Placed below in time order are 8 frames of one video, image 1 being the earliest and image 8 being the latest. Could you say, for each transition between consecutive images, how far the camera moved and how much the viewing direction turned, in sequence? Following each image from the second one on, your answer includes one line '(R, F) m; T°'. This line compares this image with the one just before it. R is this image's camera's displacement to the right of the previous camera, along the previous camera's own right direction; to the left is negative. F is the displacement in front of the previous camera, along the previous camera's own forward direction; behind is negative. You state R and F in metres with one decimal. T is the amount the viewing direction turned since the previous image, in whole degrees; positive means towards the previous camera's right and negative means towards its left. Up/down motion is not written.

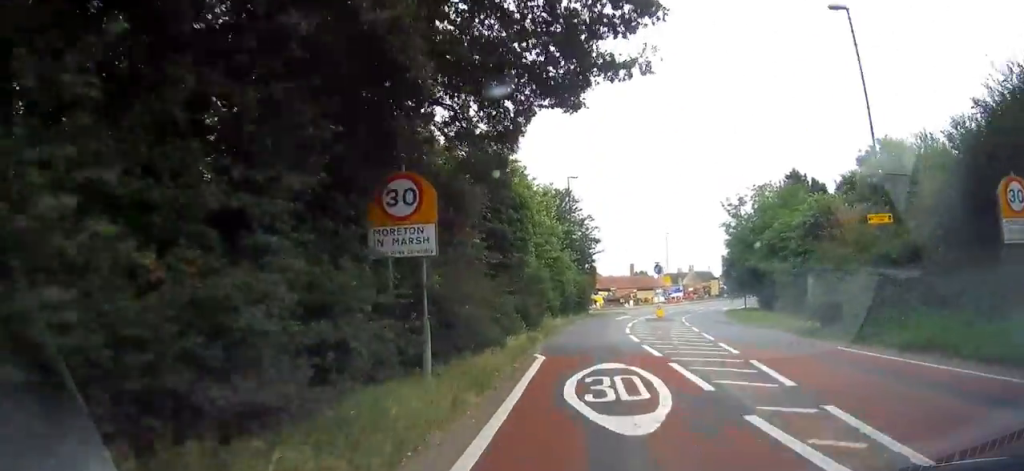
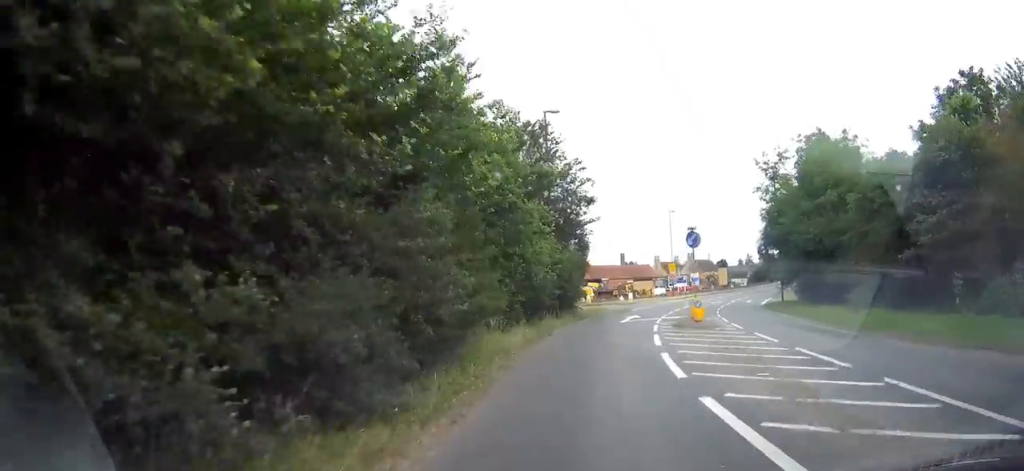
(0.0, +16.4) m; +1°
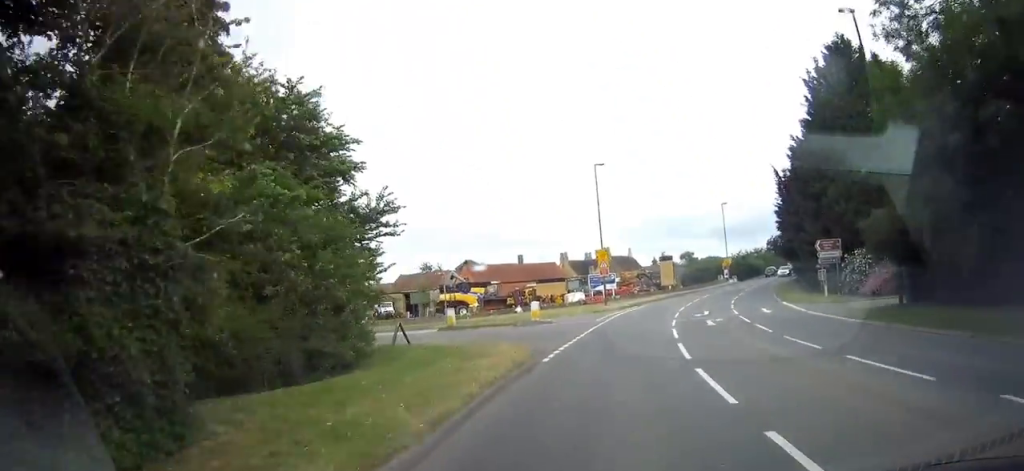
(+1.6, +31.8) m; +7°
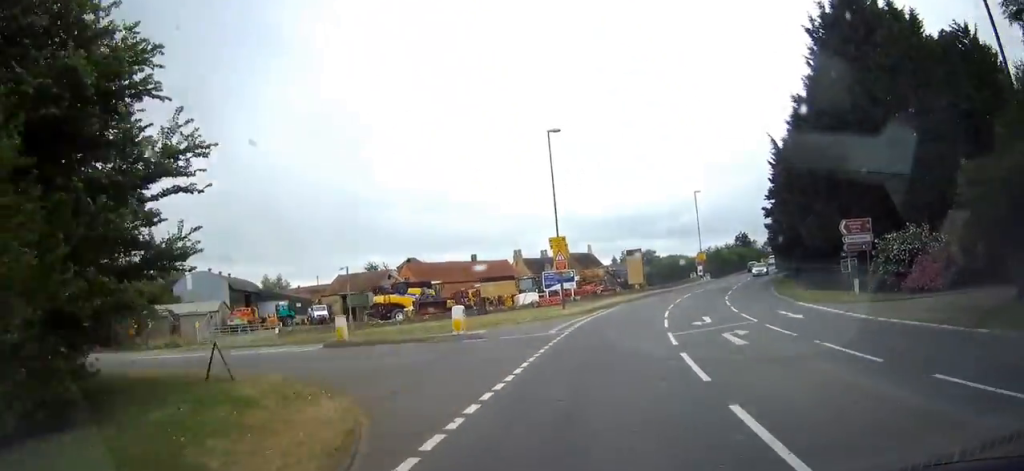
(+0.3, +10.3) m; +3°
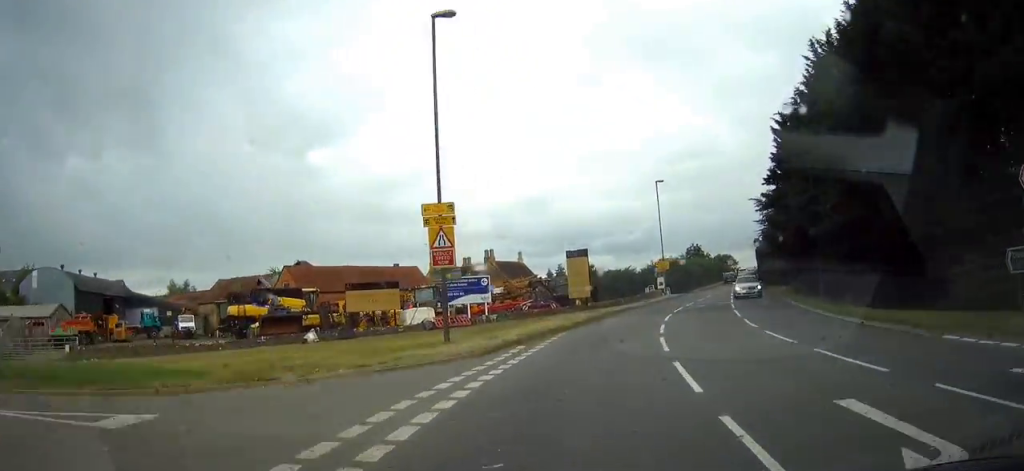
(+0.8, +18.5) m; +5°
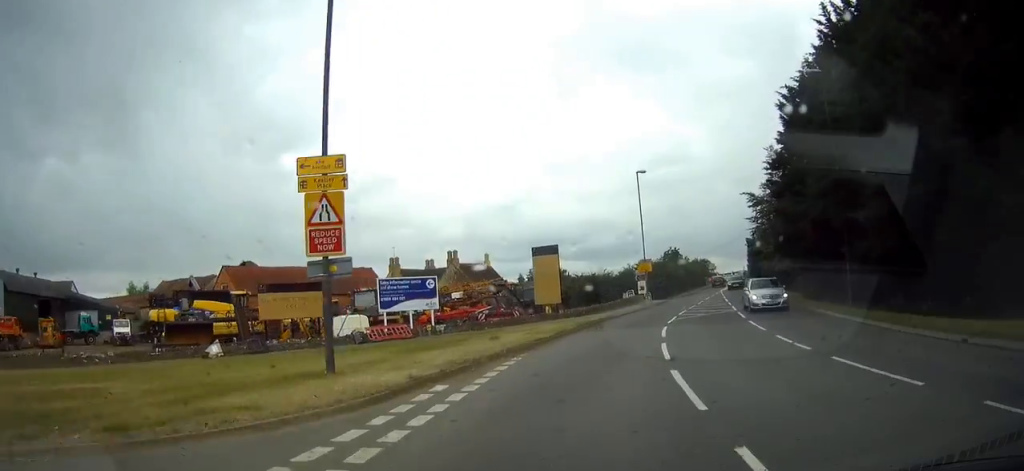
(+0.2, +7.4) m; +2°
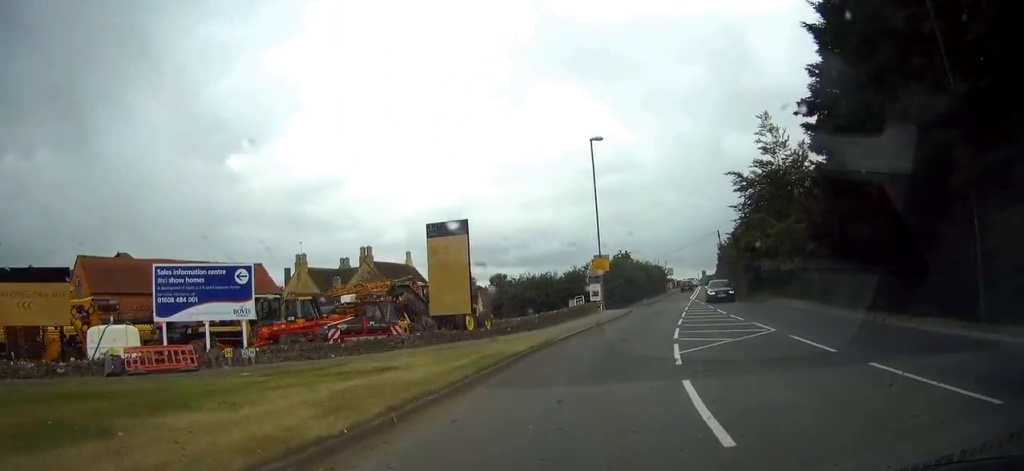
(+0.6, +13.7) m; +5°
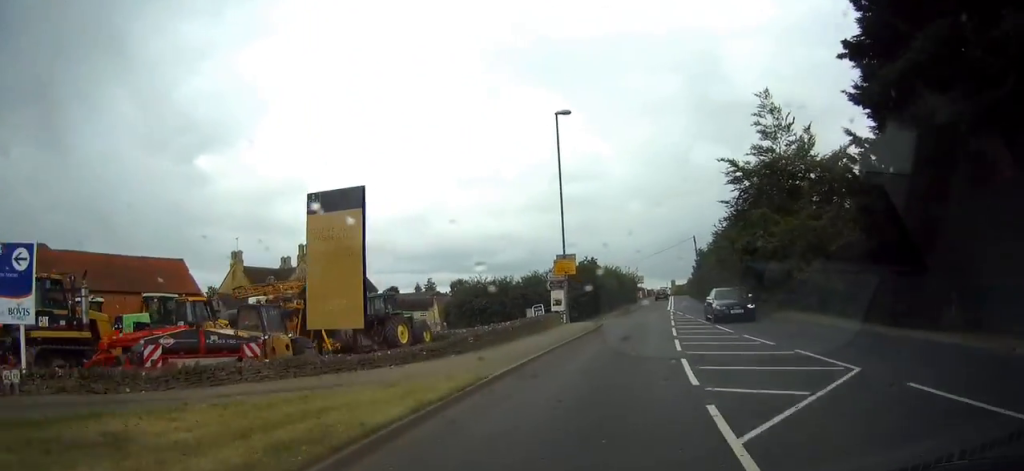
(+0.1, +8.1) m; +3°
